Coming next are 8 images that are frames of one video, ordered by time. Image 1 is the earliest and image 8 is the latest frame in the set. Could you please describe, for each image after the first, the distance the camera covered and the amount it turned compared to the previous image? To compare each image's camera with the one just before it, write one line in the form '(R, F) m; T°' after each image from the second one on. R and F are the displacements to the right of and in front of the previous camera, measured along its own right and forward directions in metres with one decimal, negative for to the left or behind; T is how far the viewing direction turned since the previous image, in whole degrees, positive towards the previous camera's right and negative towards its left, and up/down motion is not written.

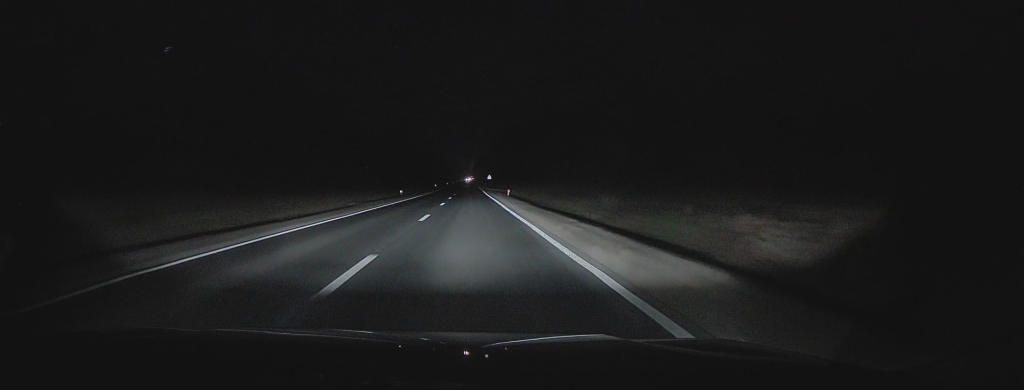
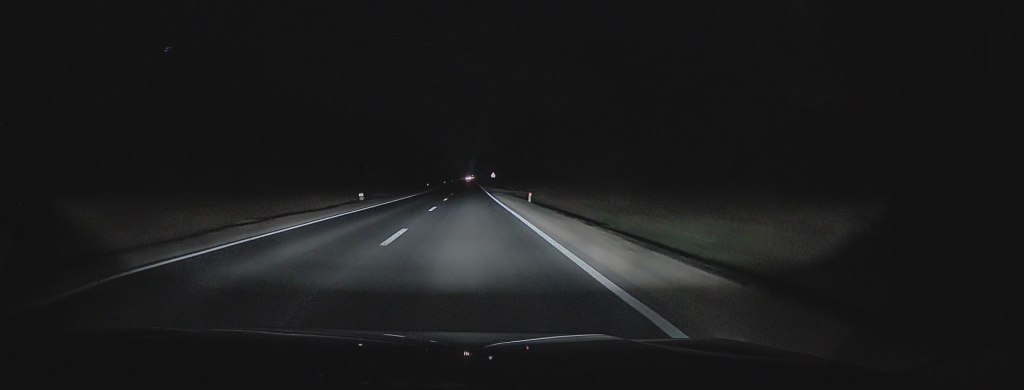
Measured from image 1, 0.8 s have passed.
(-0.1, +18.8) m; 0°
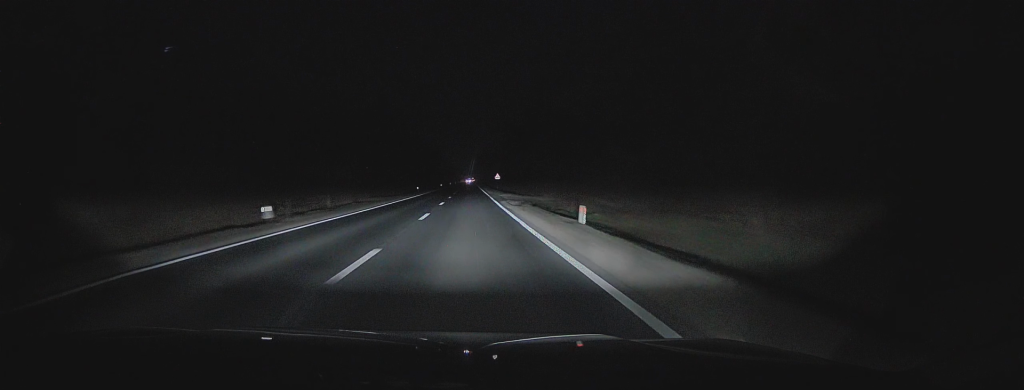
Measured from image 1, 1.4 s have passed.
(-0.2, +15.5) m; 0°
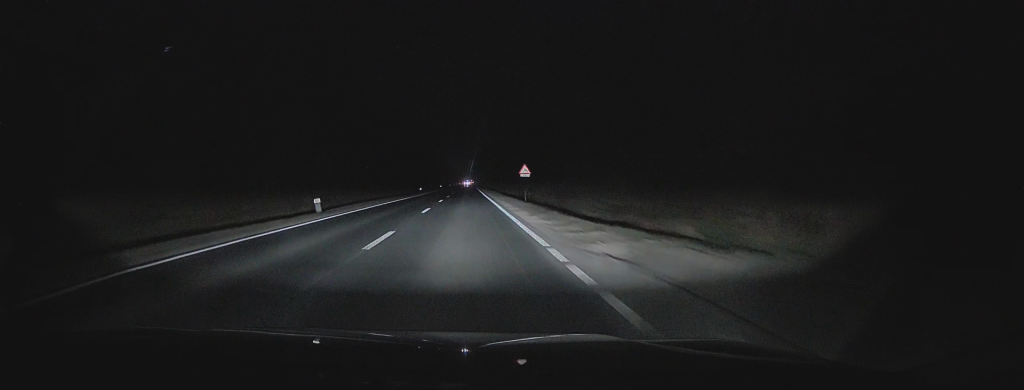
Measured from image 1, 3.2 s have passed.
(+0.3, +43.8) m; 0°
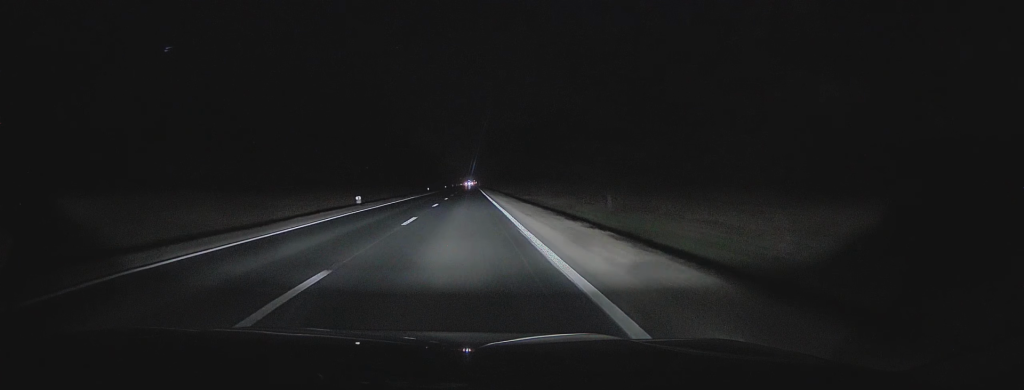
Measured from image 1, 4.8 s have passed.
(0.0, +41.0) m; 0°
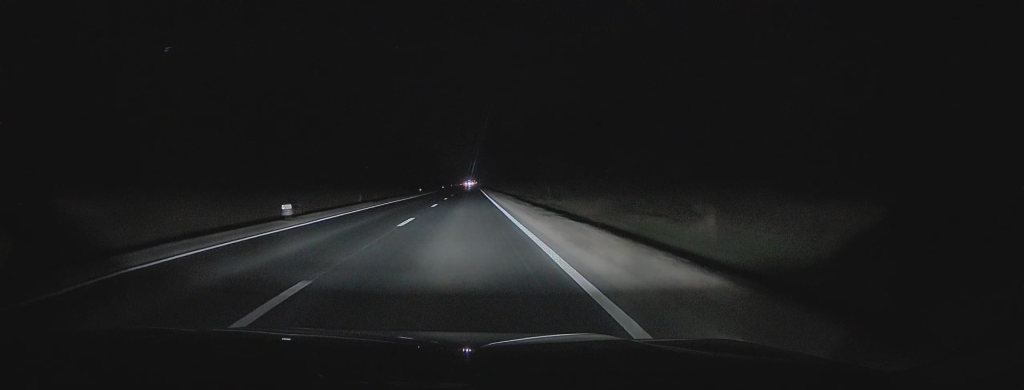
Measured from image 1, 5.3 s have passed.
(+0.1, +12.6) m; 0°
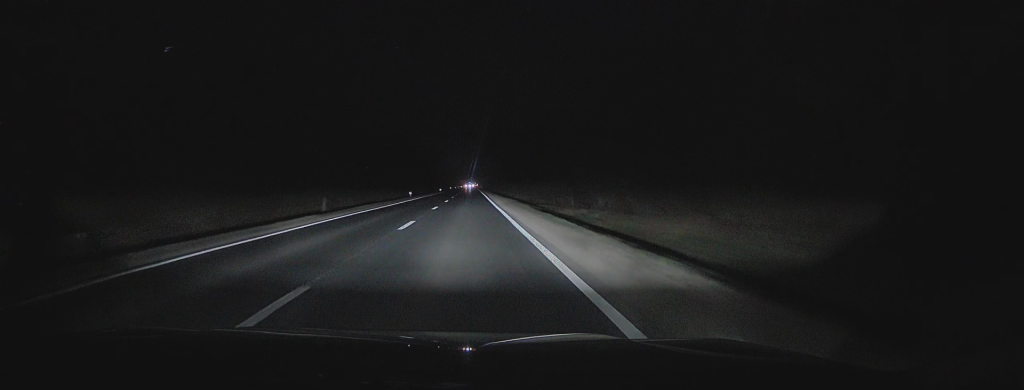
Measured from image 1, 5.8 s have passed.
(-0.1, +11.8) m; 0°
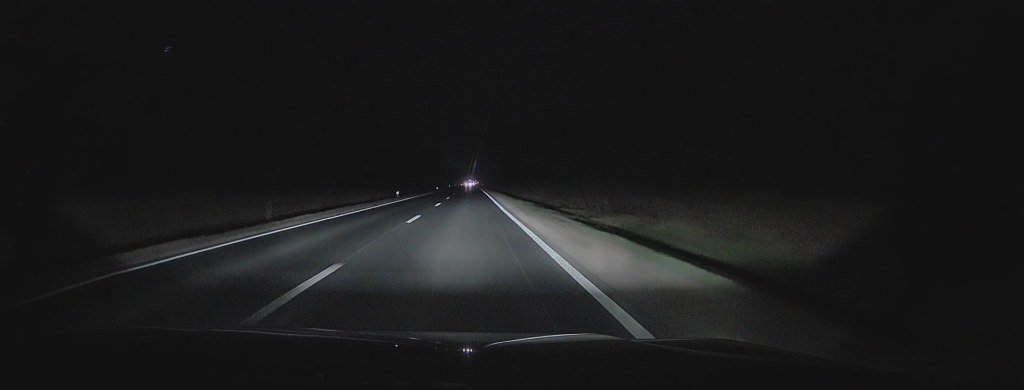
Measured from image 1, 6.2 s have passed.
(-0.1, +10.1) m; 0°
